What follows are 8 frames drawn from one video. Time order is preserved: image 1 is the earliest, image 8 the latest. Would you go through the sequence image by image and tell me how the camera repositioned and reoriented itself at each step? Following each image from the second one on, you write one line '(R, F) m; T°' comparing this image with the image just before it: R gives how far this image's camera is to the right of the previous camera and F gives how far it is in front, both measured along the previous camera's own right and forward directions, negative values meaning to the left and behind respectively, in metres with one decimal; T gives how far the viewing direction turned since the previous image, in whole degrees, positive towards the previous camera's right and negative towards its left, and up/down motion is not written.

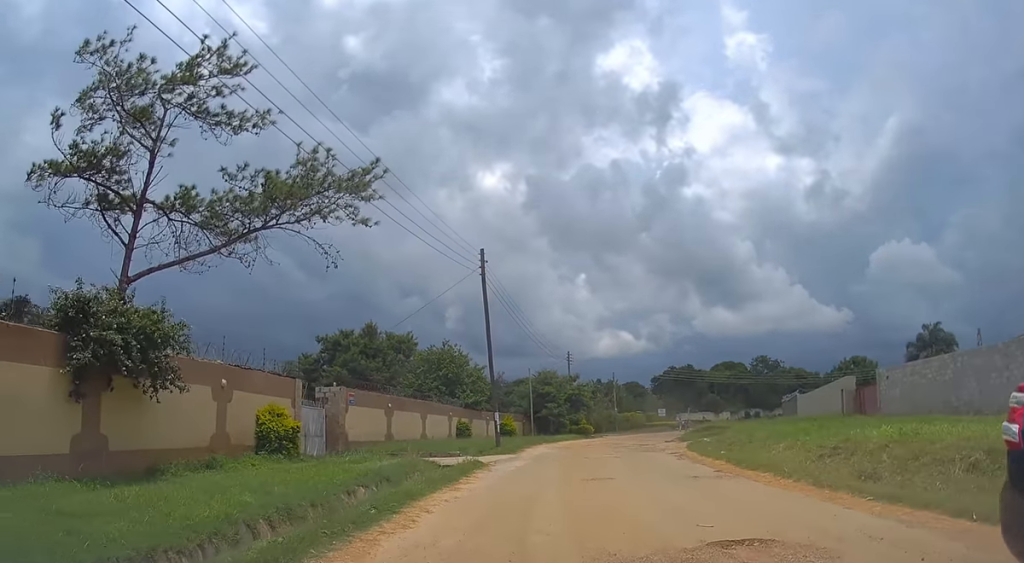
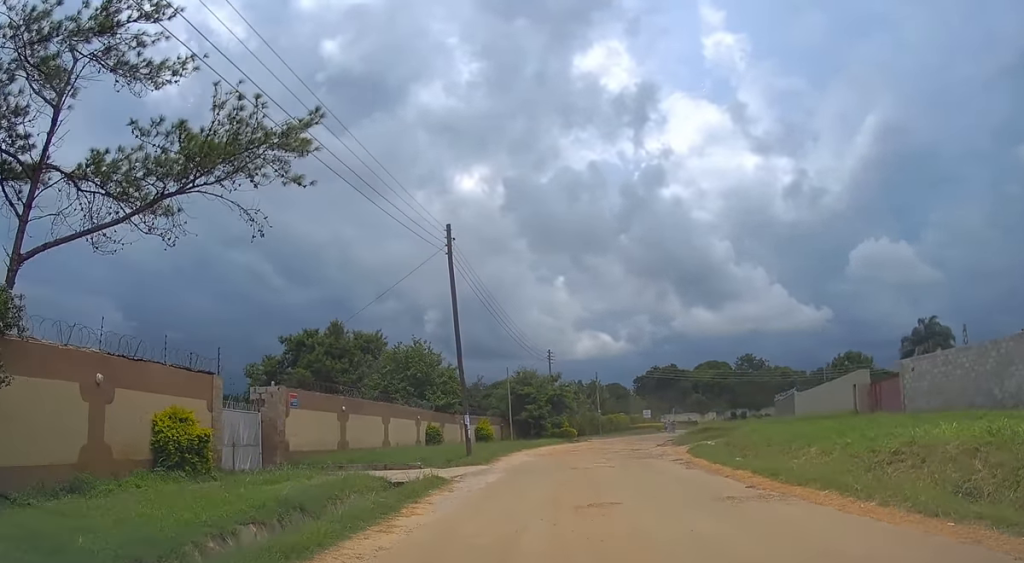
(0.0, +4.5) m; +2°
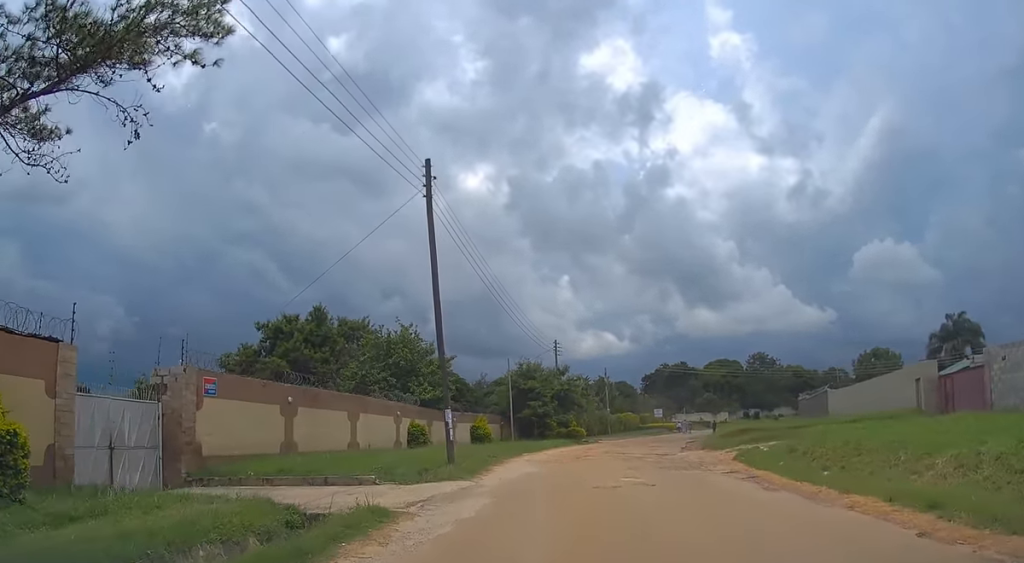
(+0.1, +6.7) m; 0°
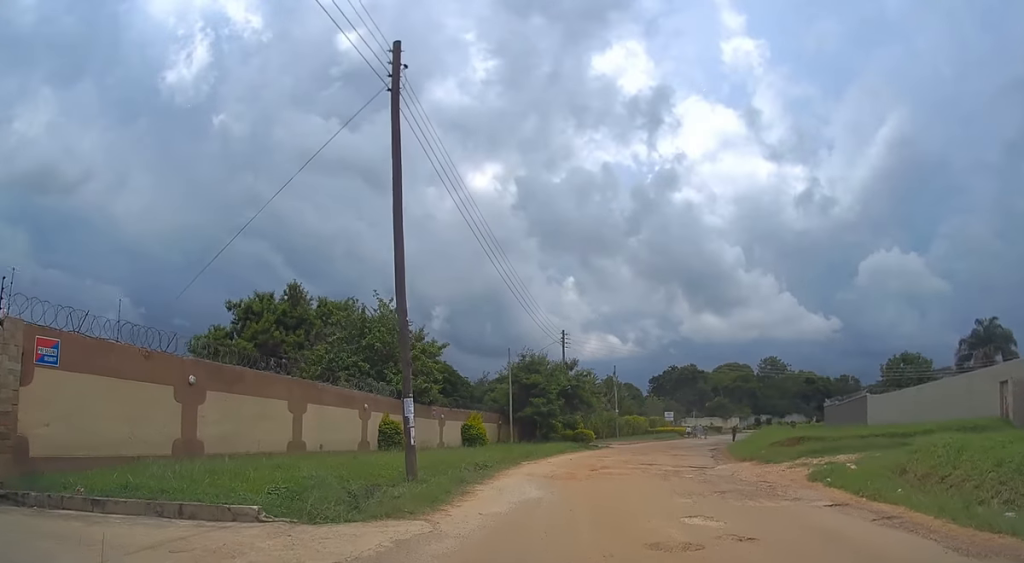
(0.0, +6.5) m; +1°
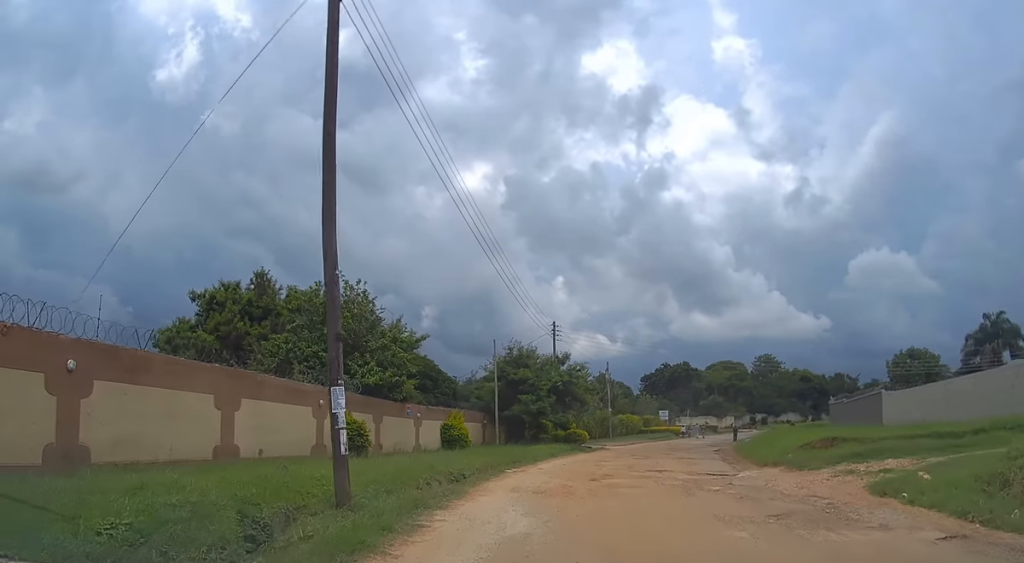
(0.0, +4.0) m; +1°
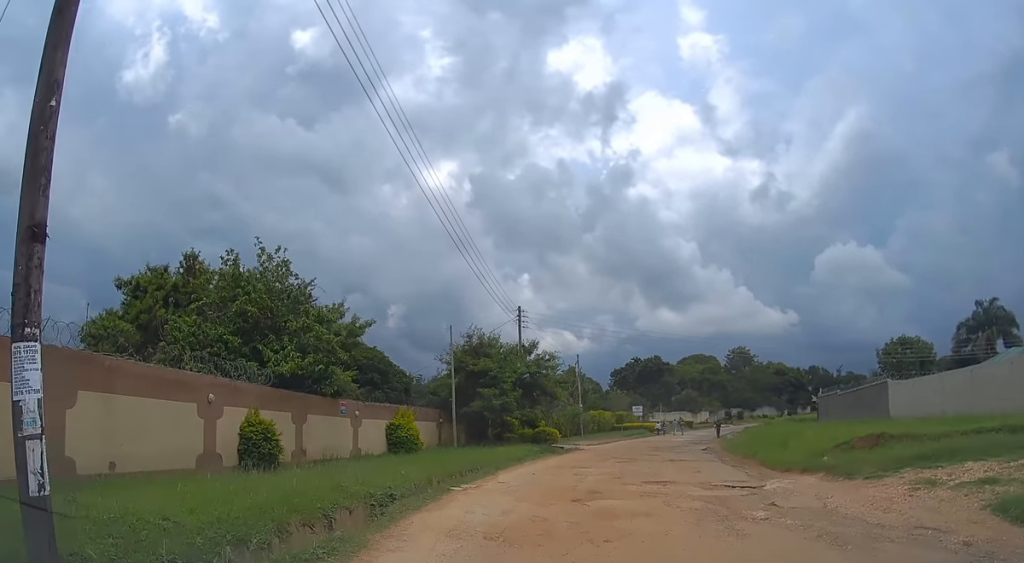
(+0.1, +5.6) m; +1°
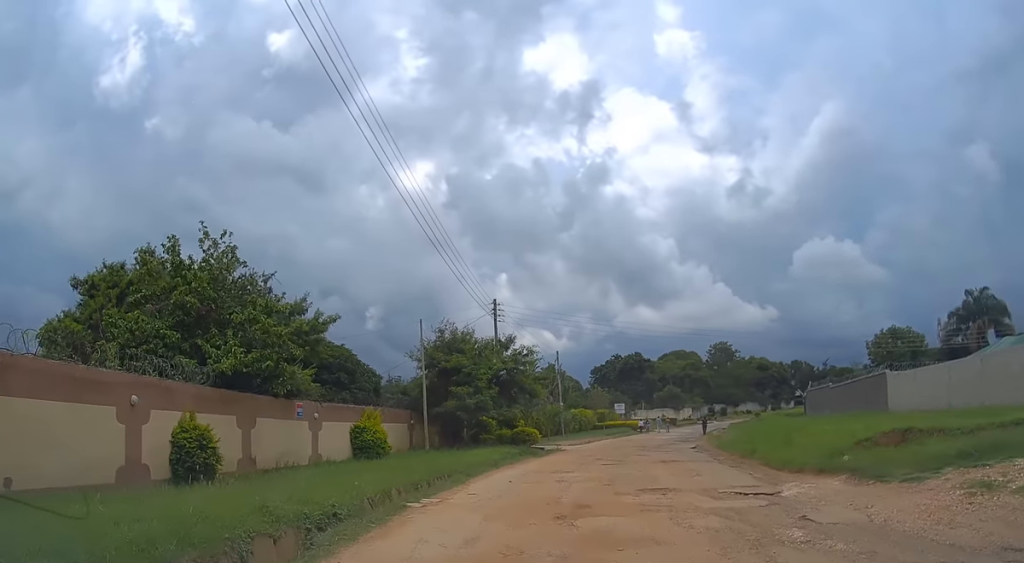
(0.0, +2.9) m; +1°
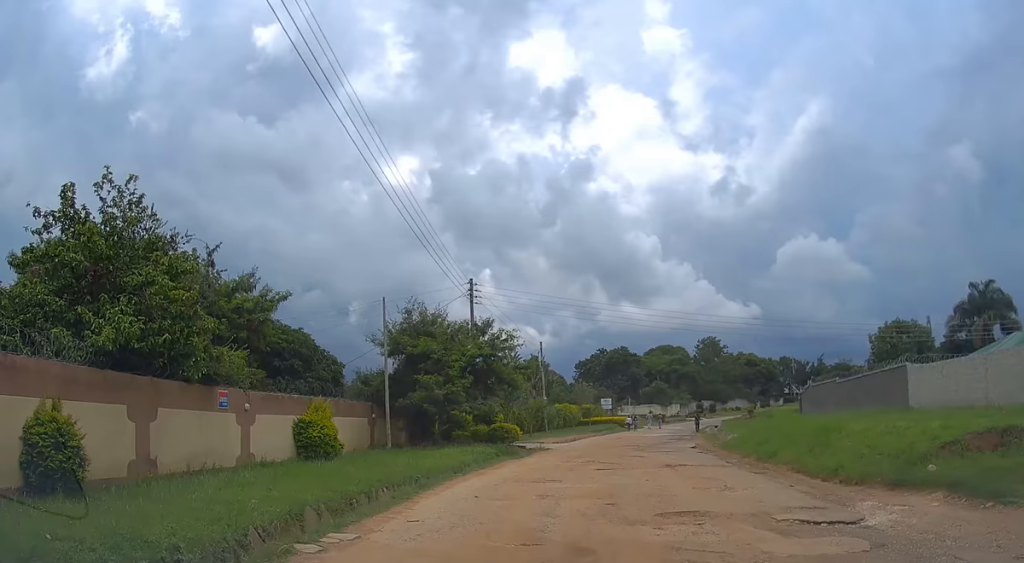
(+0.1, +5.5) m; +4°
